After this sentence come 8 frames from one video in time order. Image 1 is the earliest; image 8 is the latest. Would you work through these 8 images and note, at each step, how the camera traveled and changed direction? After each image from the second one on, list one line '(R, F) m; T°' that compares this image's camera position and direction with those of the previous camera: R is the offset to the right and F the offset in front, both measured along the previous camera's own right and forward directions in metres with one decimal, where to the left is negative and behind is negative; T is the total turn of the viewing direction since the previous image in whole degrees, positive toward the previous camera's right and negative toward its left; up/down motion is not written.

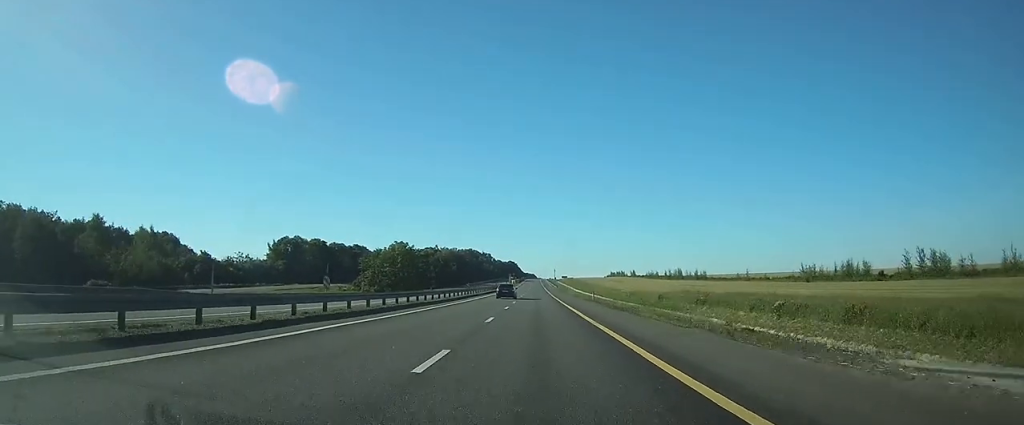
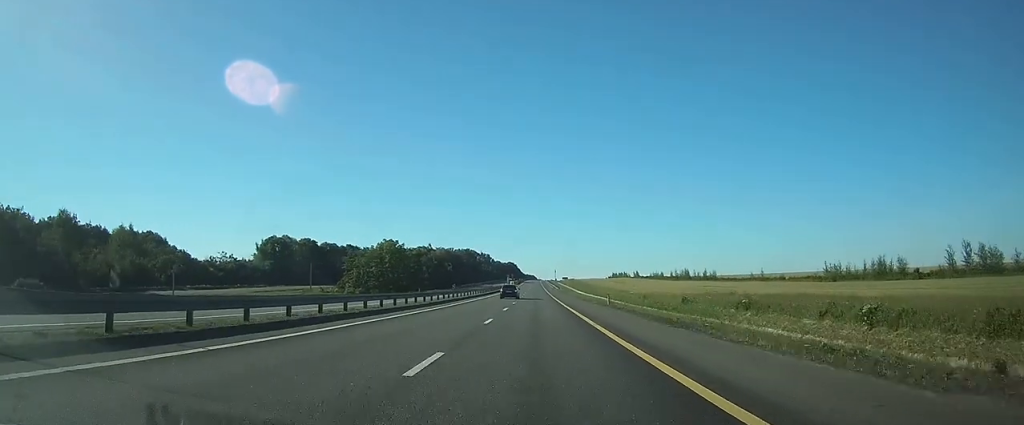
(0.0, +12.3) m; 0°
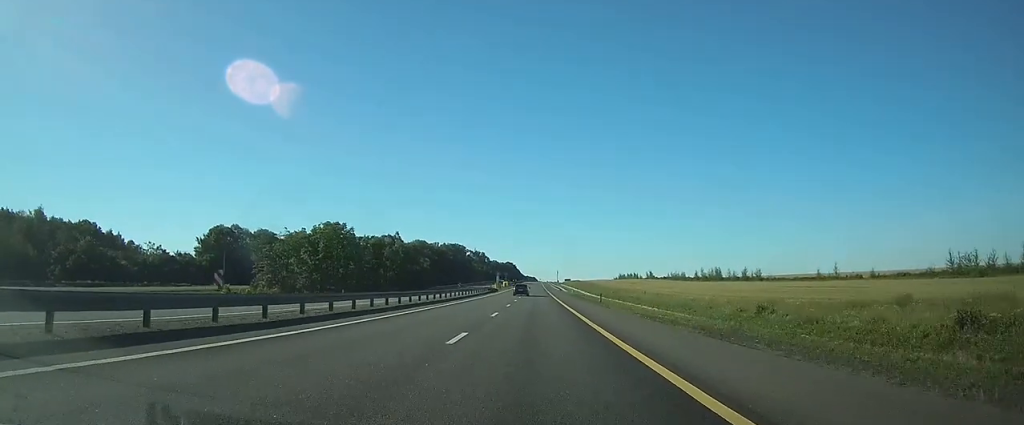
(+0.1, +43.4) m; 0°
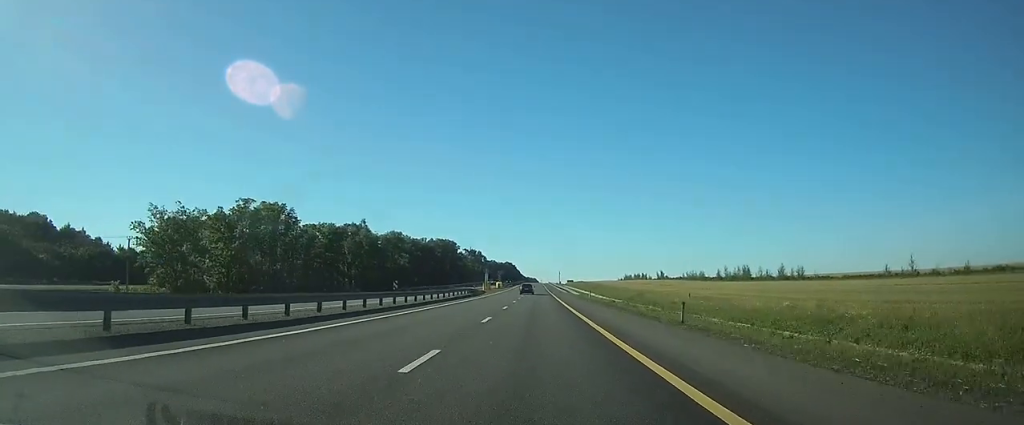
(0.0, +28.3) m; 0°
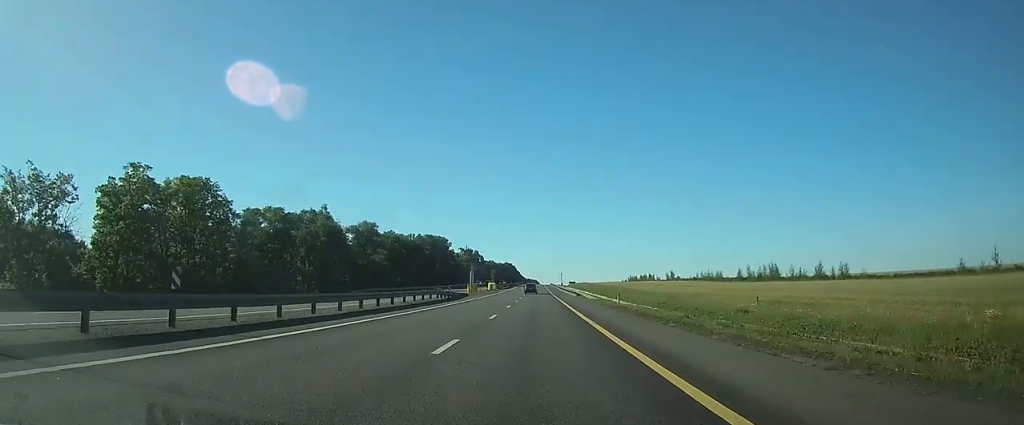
(0.0, +21.6) m; 0°
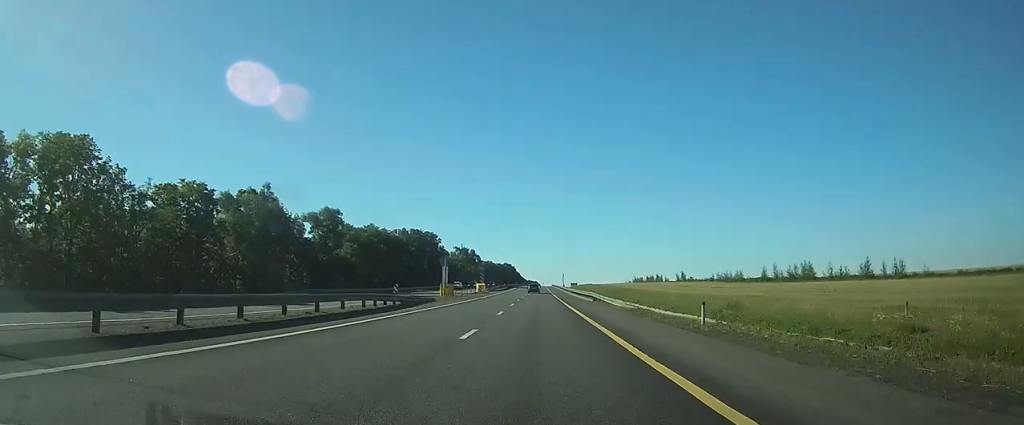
(0.0, +20.6) m; 0°
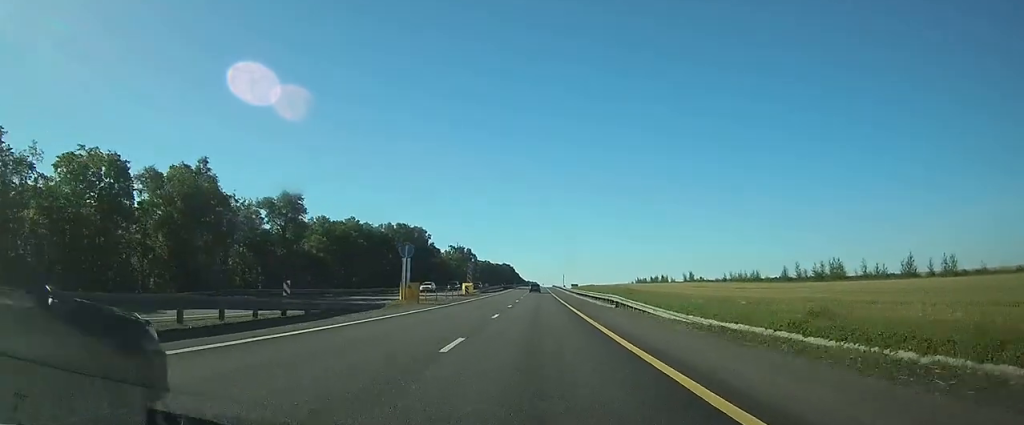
(0.0, +15.0) m; 0°
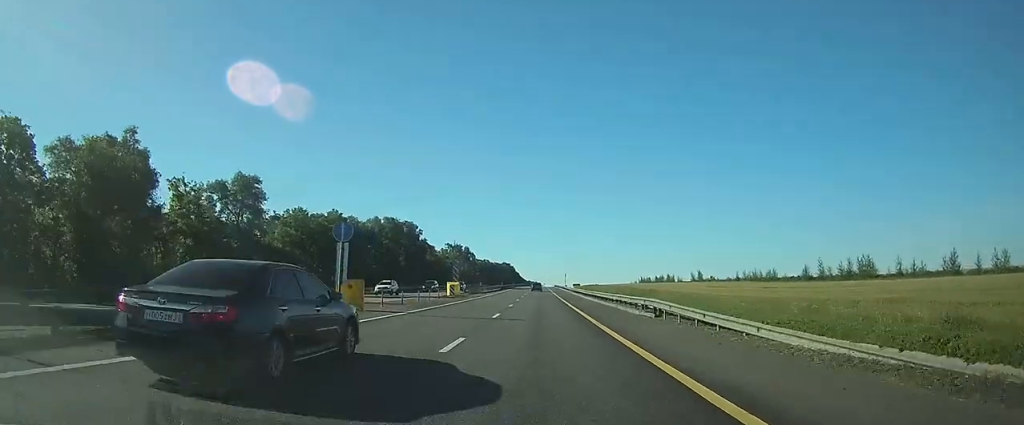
(0.0, +12.1) m; 0°
